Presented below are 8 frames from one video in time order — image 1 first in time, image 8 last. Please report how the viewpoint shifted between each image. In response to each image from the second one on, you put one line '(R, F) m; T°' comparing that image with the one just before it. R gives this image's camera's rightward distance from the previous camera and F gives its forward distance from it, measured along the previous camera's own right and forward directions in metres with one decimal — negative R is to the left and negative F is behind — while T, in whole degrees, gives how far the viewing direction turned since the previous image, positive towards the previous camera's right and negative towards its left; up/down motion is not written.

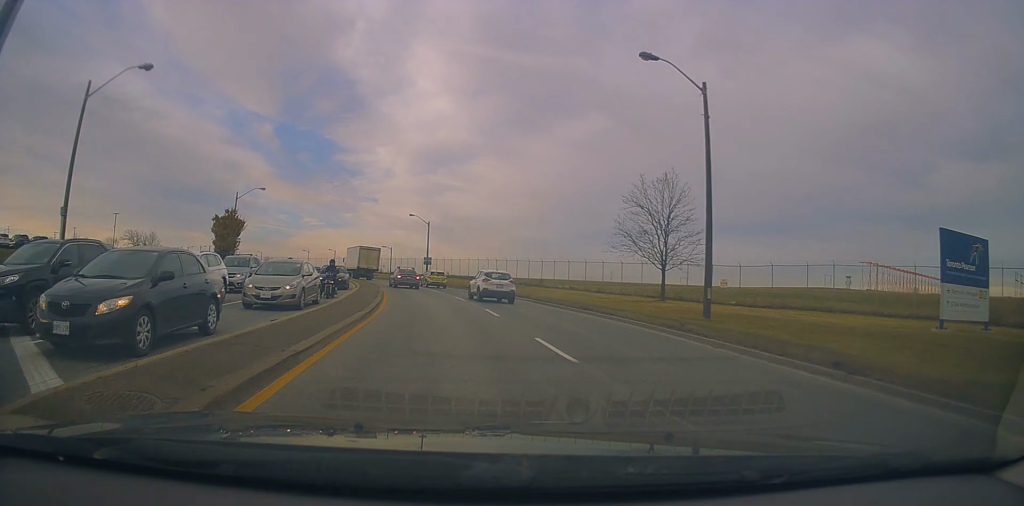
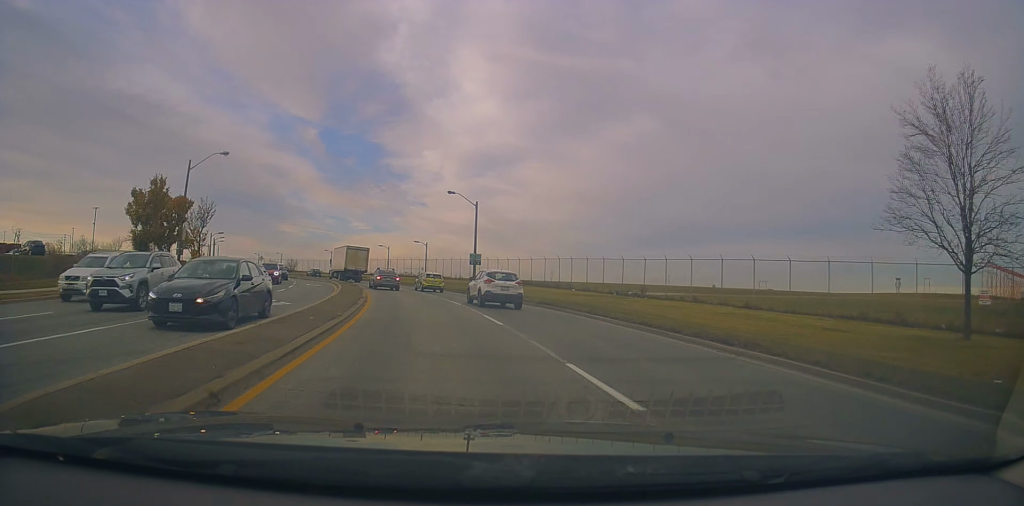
(-0.4, +21.2) m; -4°
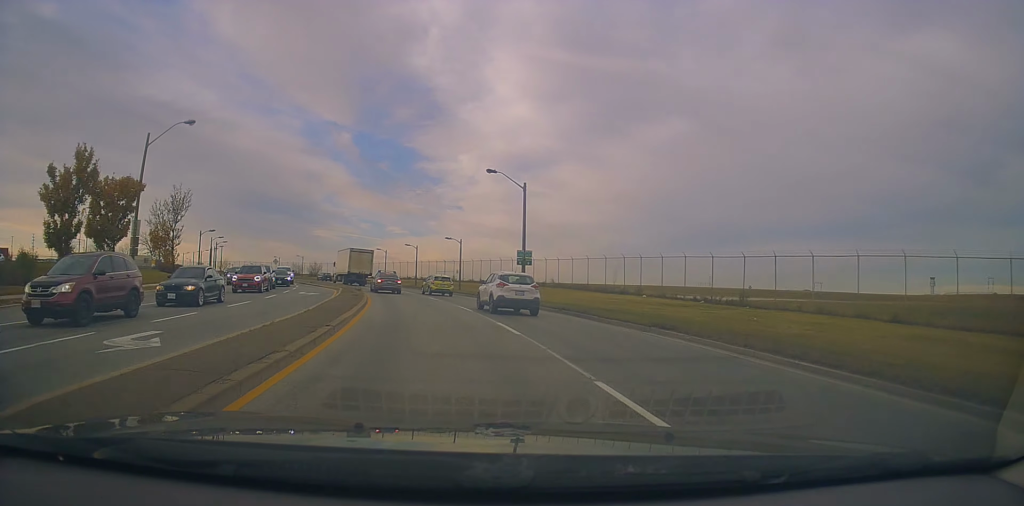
(-0.4, +10.7) m; -5°
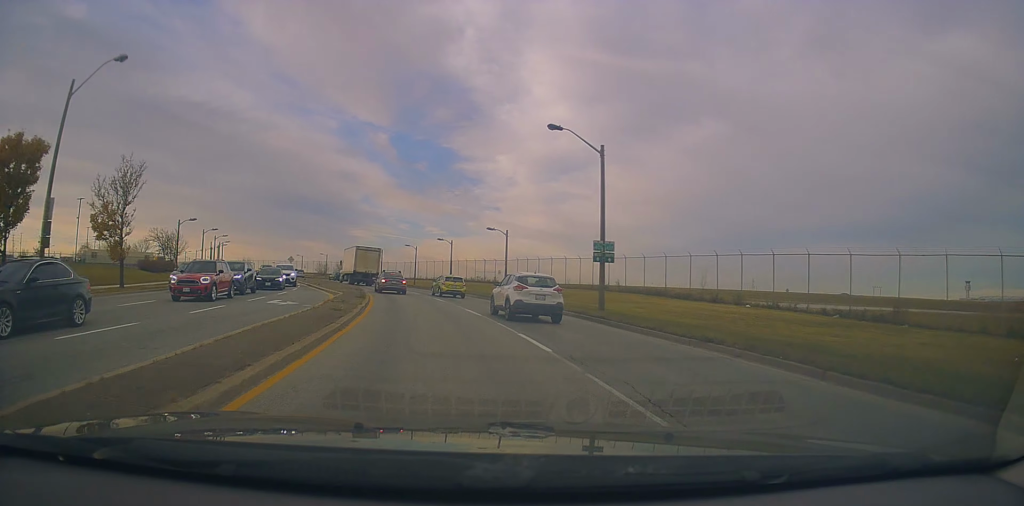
(-0.4, +11.6) m; -5°
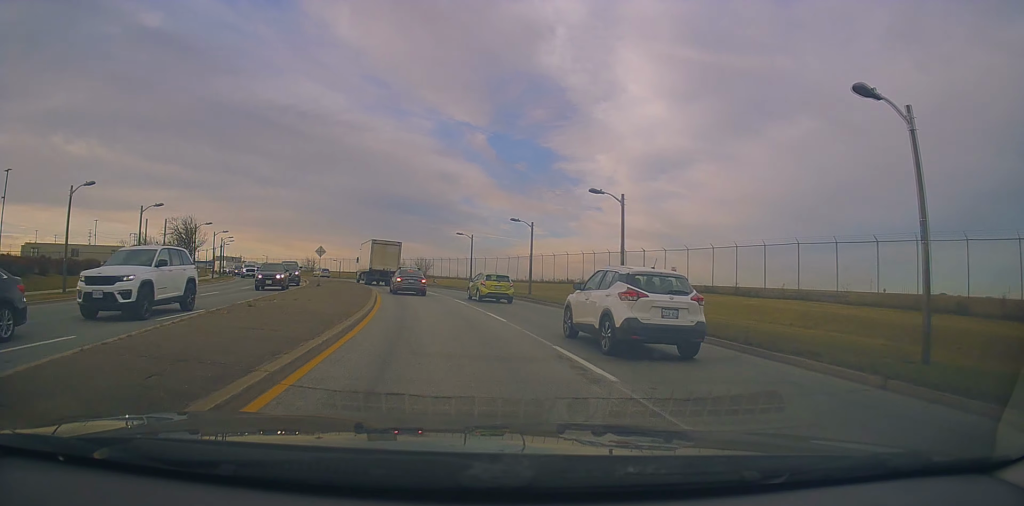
(-3.0, +31.7) m; -9°
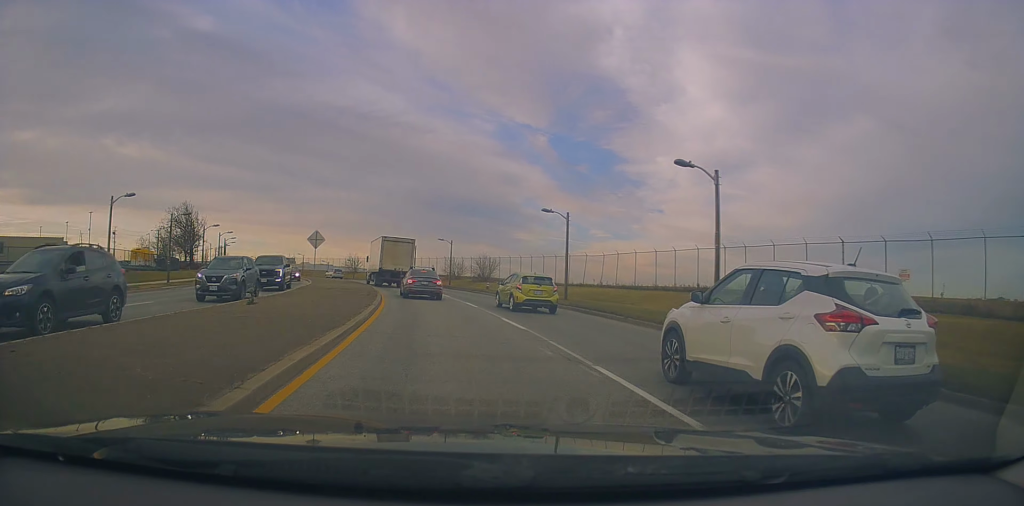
(-1.0, +20.1) m; -8°
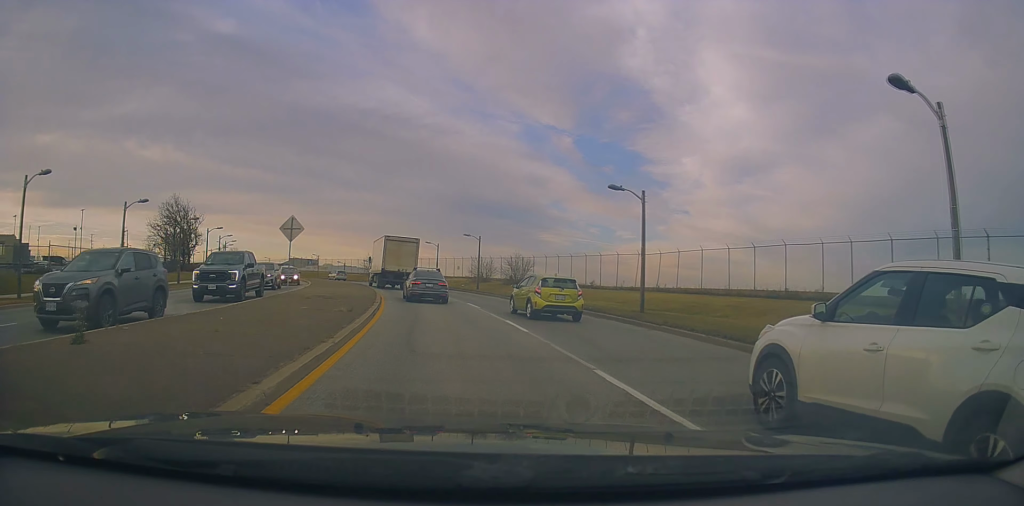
(-0.6, +9.5) m; -4°
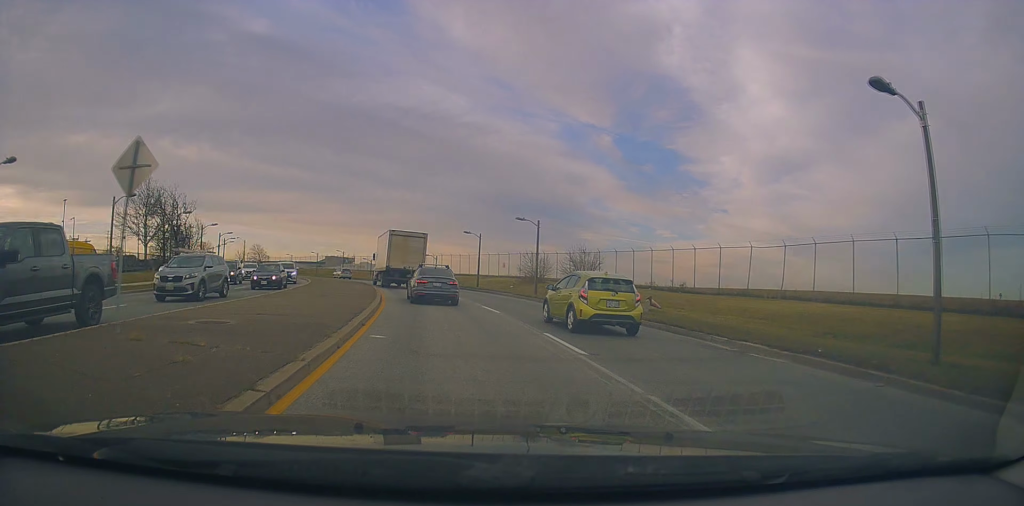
(-0.7, +13.9) m; -4°
